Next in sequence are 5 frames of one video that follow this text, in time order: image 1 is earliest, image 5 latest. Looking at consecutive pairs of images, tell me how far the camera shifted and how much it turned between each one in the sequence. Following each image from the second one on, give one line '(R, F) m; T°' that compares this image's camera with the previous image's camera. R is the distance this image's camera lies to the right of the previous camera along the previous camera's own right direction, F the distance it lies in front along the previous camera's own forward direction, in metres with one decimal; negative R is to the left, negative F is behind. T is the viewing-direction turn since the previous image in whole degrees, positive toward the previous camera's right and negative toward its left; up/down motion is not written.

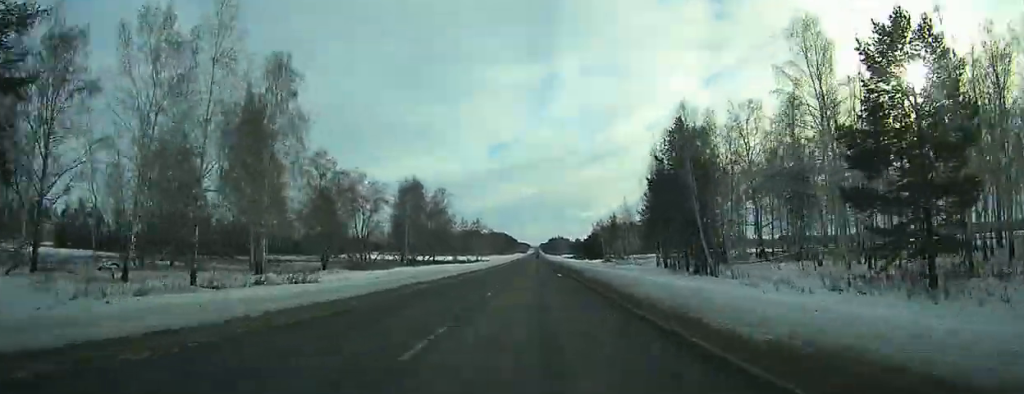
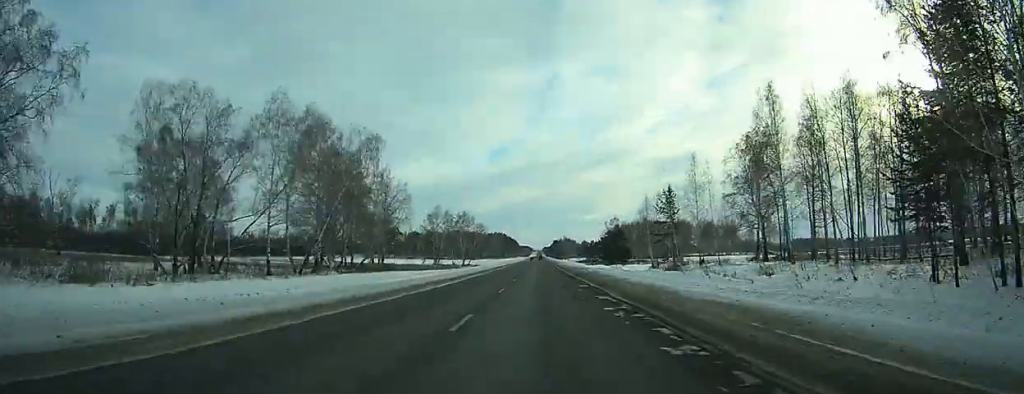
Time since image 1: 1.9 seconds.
(-0.1, +54.5) m; 0°
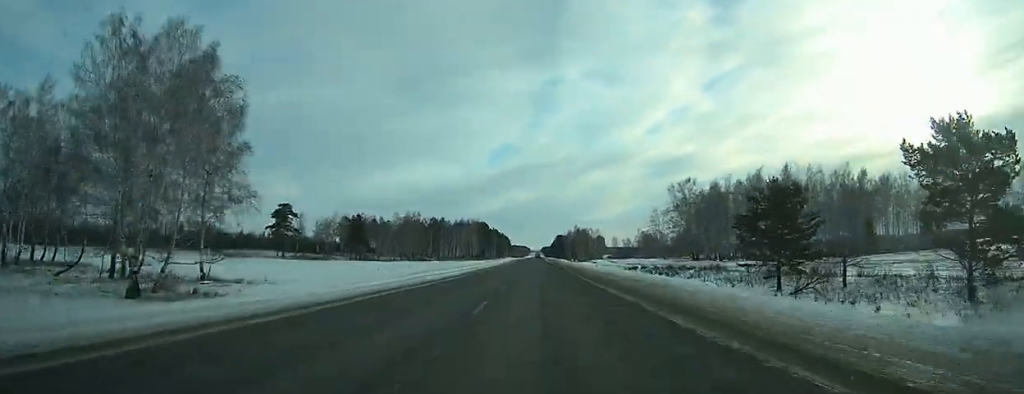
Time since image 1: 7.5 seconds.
(-0.1, +168.4) m; 0°
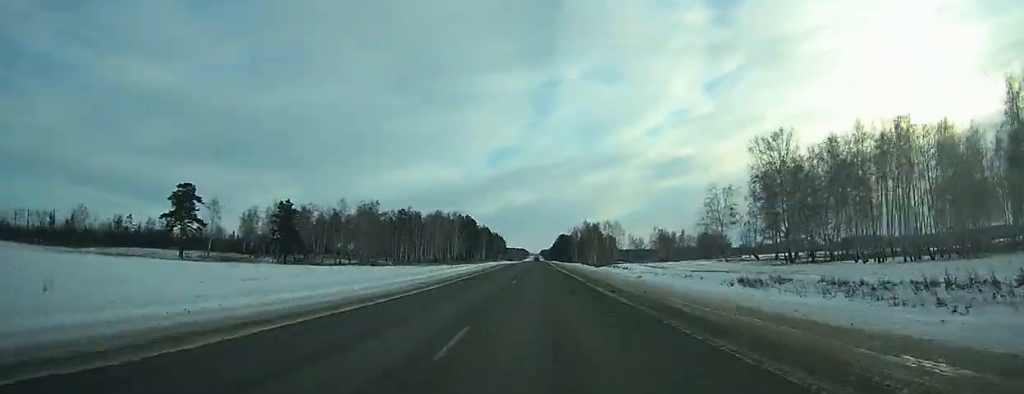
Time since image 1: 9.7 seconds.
(+0.1, +64.9) m; 0°
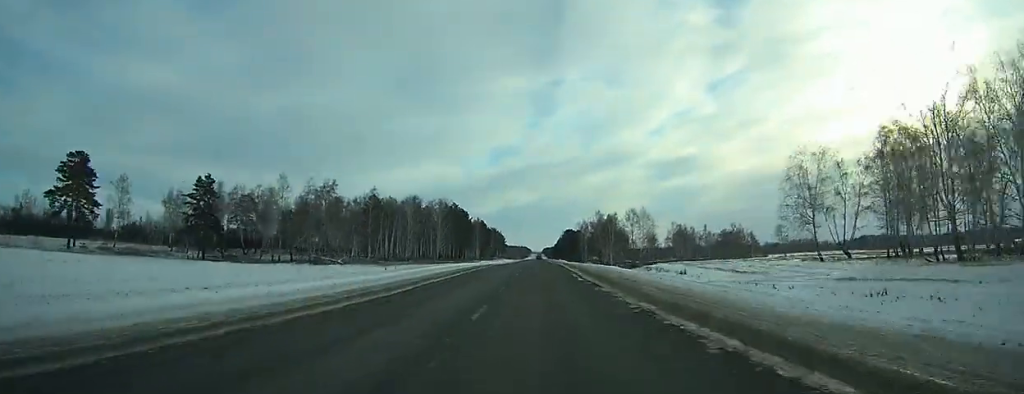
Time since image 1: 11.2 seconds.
(0.0, +41.5) m; 0°
